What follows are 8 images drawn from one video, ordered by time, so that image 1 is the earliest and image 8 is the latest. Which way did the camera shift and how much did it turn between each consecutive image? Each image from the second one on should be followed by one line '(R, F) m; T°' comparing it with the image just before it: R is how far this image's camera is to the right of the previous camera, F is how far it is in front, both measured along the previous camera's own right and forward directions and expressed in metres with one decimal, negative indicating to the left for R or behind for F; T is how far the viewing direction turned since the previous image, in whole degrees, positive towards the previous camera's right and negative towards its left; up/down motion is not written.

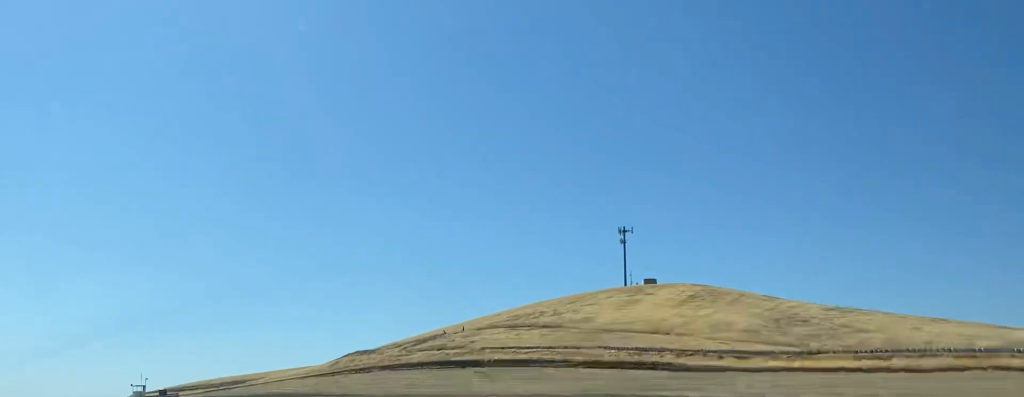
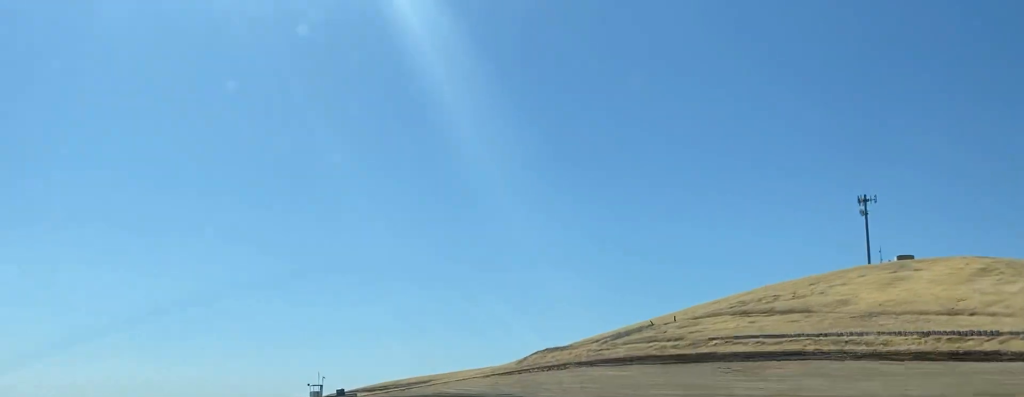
(-3.2, +33.7) m; -8°
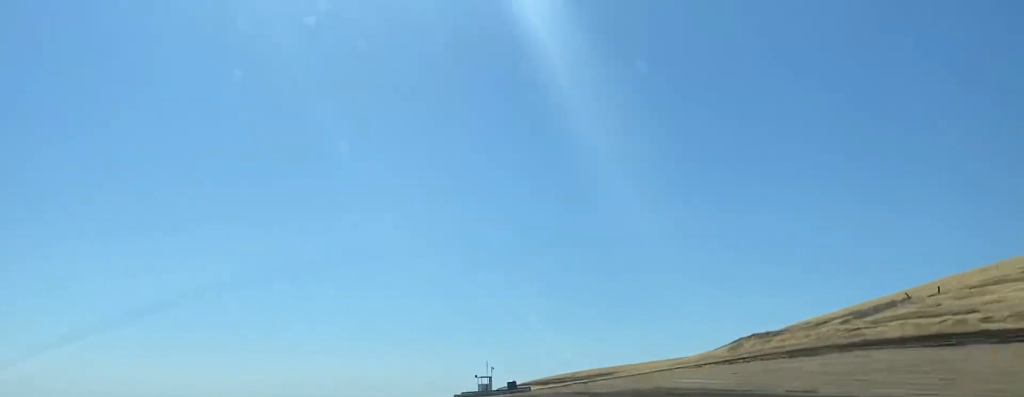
(-1.7, +31.8) m; -2°
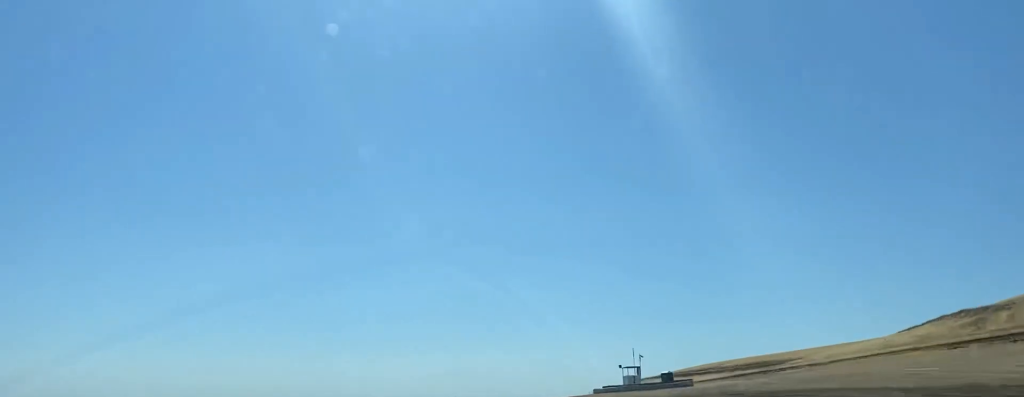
(-0.8, +28.6) m; +2°
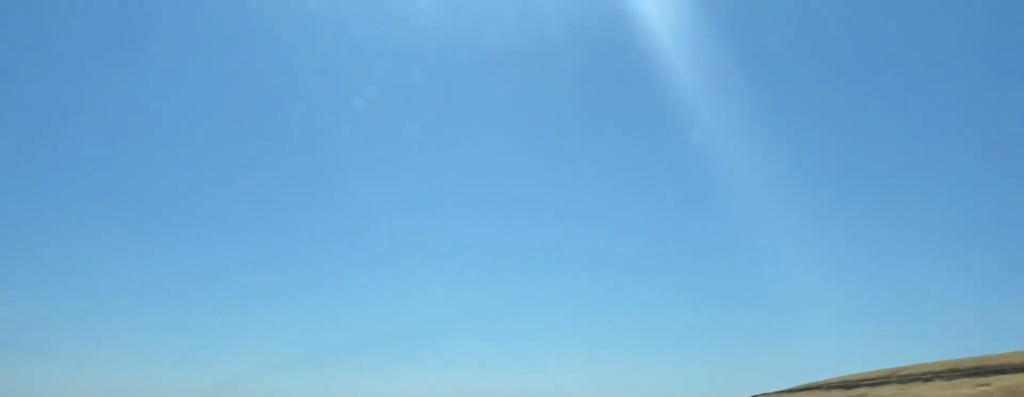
(+6.8, +88.1) m; +4°
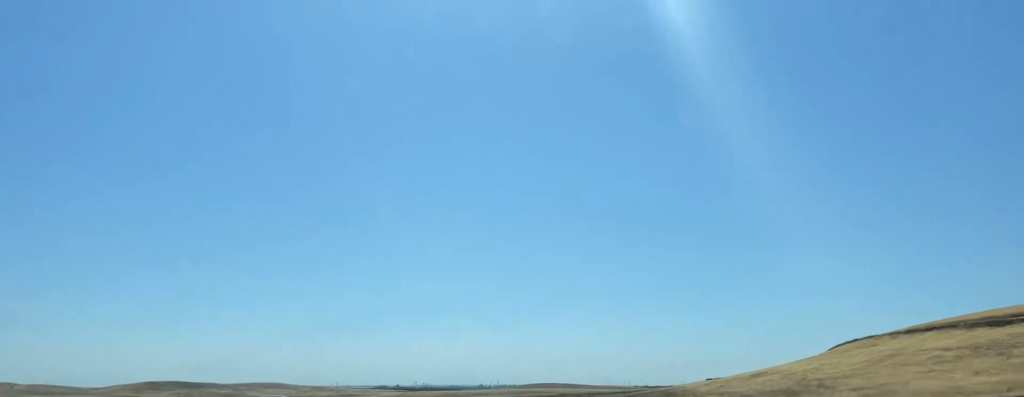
(-0.7, +41.6) m; -4°
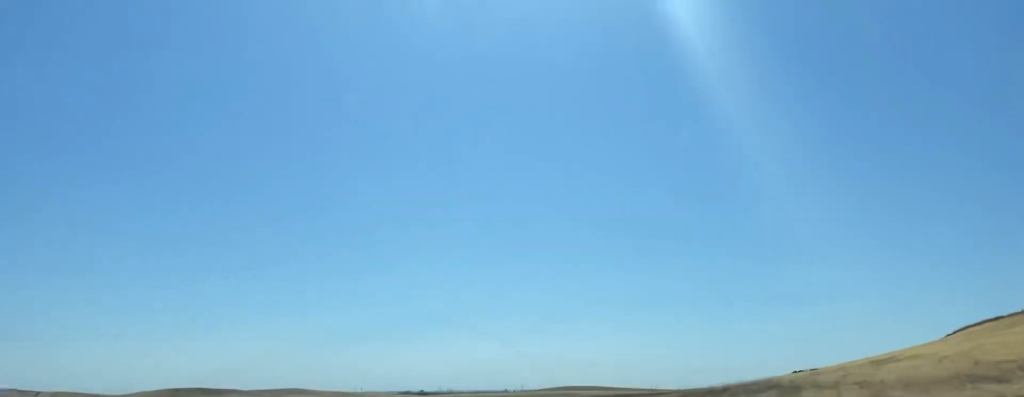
(-1.8, +32.5) m; -12°
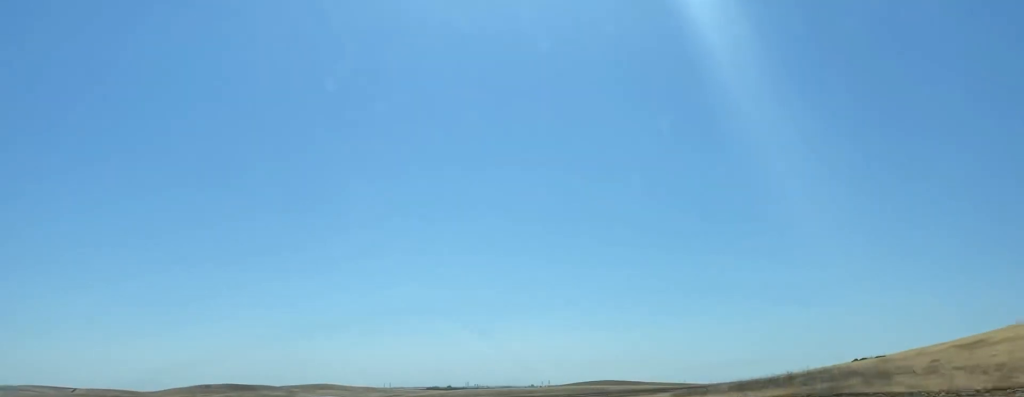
(-0.6, +13.3) m; -8°
